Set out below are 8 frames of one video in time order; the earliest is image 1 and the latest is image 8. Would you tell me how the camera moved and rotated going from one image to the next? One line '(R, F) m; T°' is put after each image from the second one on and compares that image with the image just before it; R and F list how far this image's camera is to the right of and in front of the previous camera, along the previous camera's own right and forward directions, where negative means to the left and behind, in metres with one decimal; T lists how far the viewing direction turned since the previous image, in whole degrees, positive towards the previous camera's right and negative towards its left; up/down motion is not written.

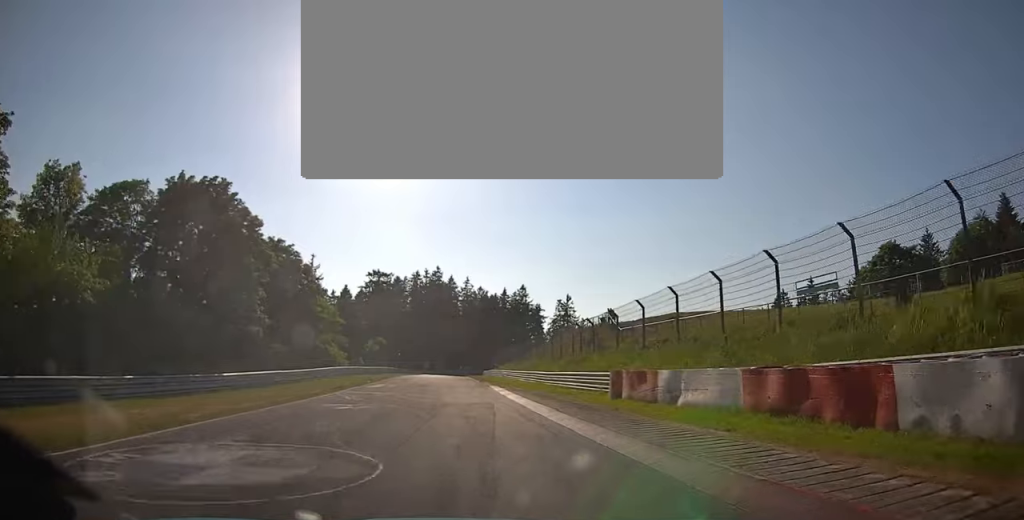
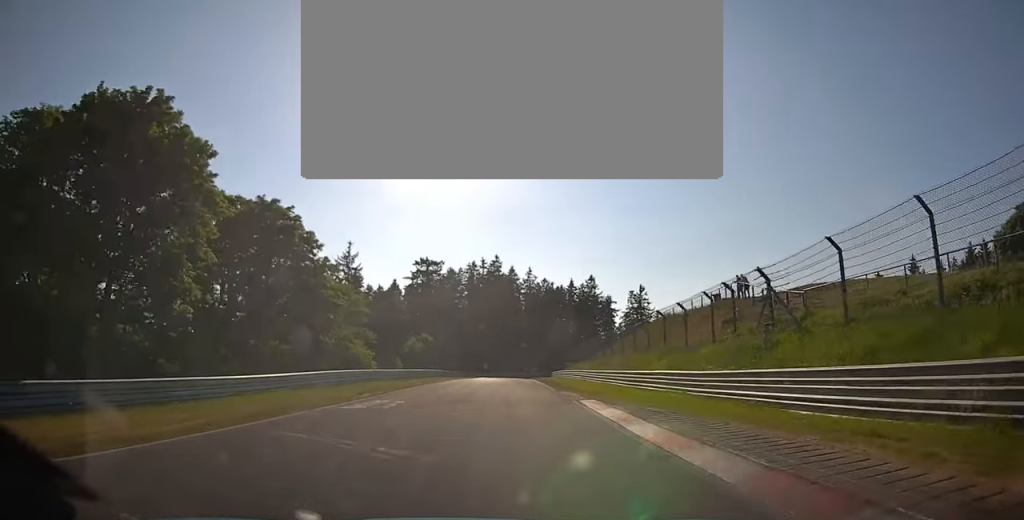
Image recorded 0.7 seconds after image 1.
(-1.5, +15.6) m; -11°
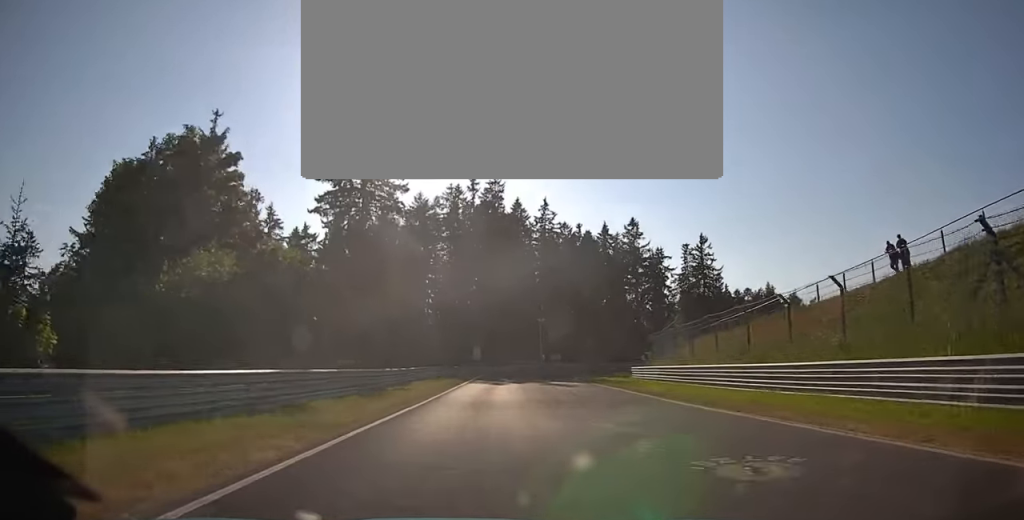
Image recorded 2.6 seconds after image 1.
(-12.4, +43.9) m; -22°
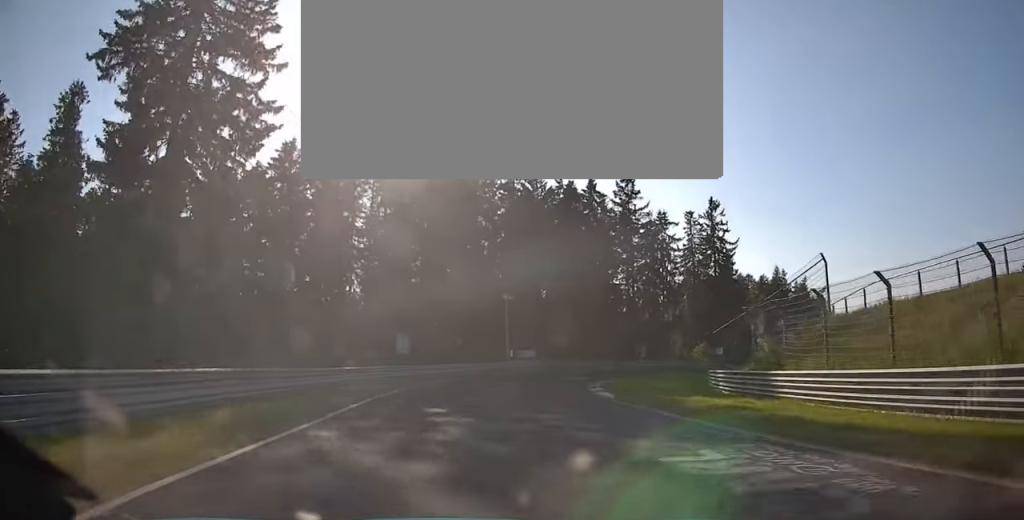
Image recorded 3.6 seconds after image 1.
(+0.1, +30.1) m; +6°
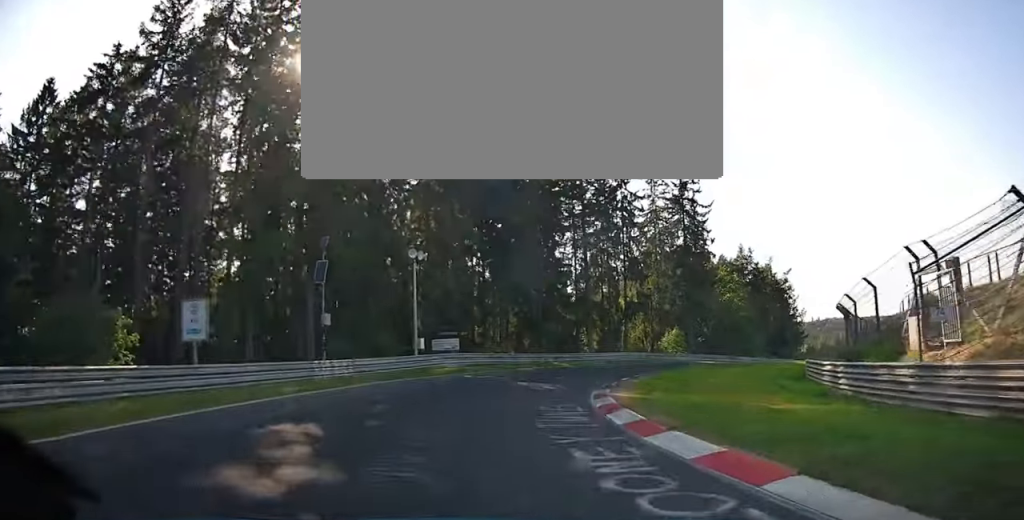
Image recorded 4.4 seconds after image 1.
(+1.5, +24.3) m; +10°
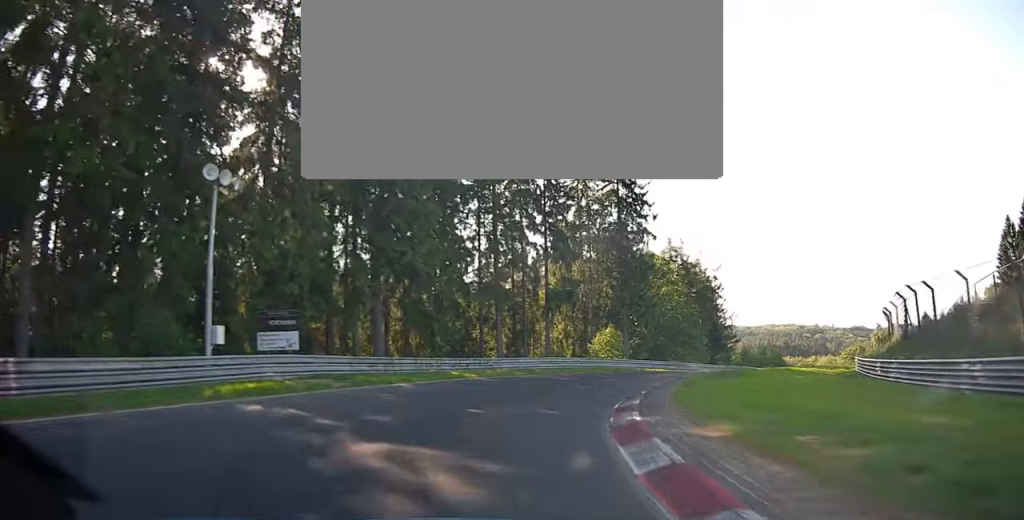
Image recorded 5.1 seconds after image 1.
(+1.3, +20.0) m; +14°
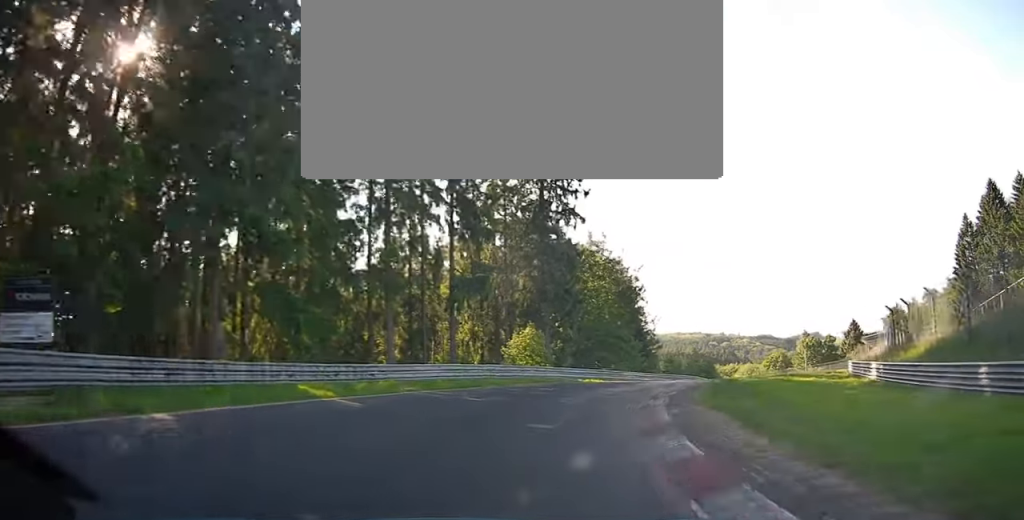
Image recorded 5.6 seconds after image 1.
(+1.7, +13.0) m; +9°
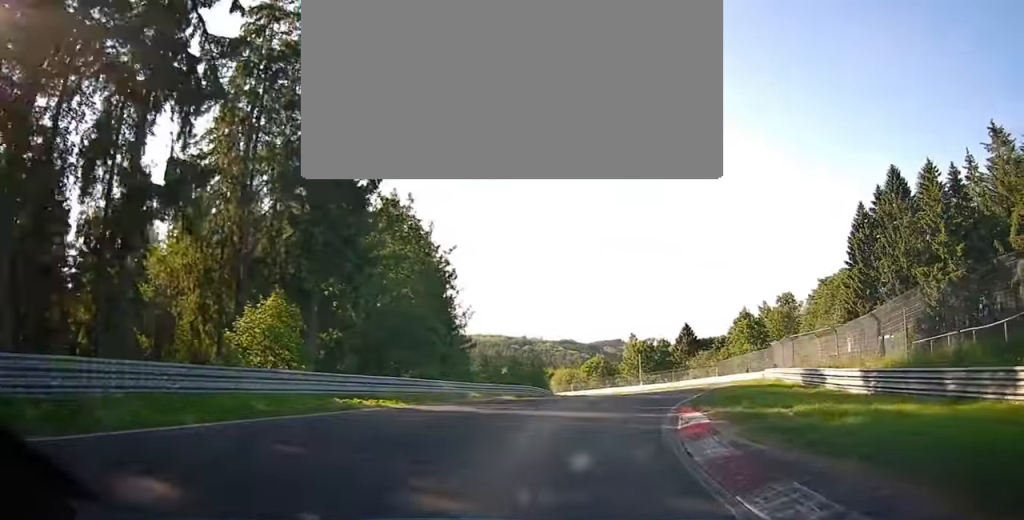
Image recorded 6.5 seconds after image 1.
(+3.9, +22.3) m; +16°
